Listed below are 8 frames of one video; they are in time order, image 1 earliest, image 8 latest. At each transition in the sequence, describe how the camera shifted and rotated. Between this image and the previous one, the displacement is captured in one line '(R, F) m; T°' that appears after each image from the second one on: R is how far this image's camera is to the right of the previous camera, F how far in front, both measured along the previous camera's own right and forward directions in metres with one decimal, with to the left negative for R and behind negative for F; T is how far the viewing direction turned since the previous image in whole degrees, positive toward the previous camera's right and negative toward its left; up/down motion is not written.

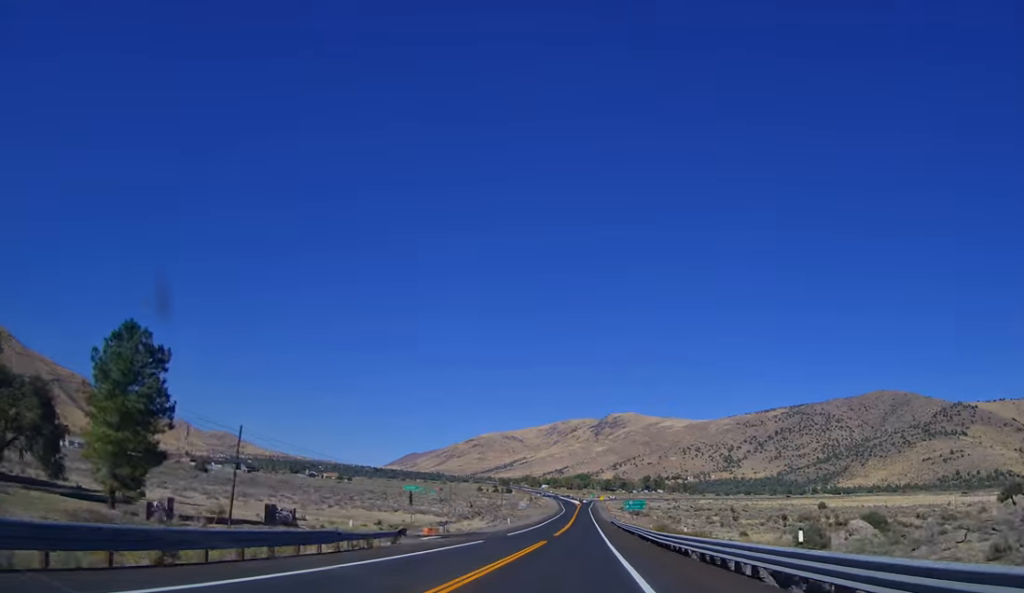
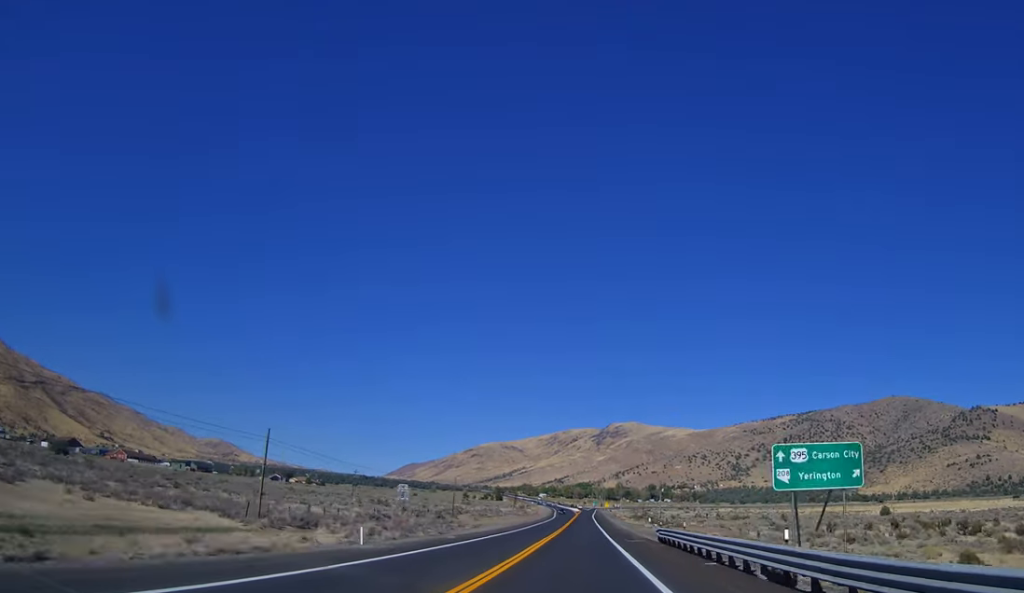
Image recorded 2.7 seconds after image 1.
(-0.3, +74.1) m; 0°
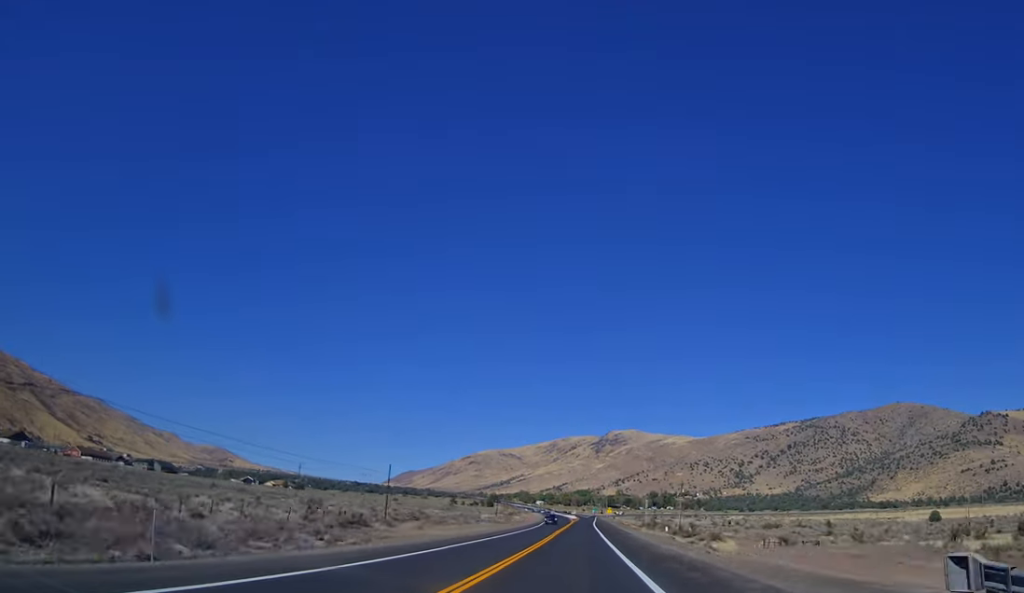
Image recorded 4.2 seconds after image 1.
(0.0, +42.2) m; 0°
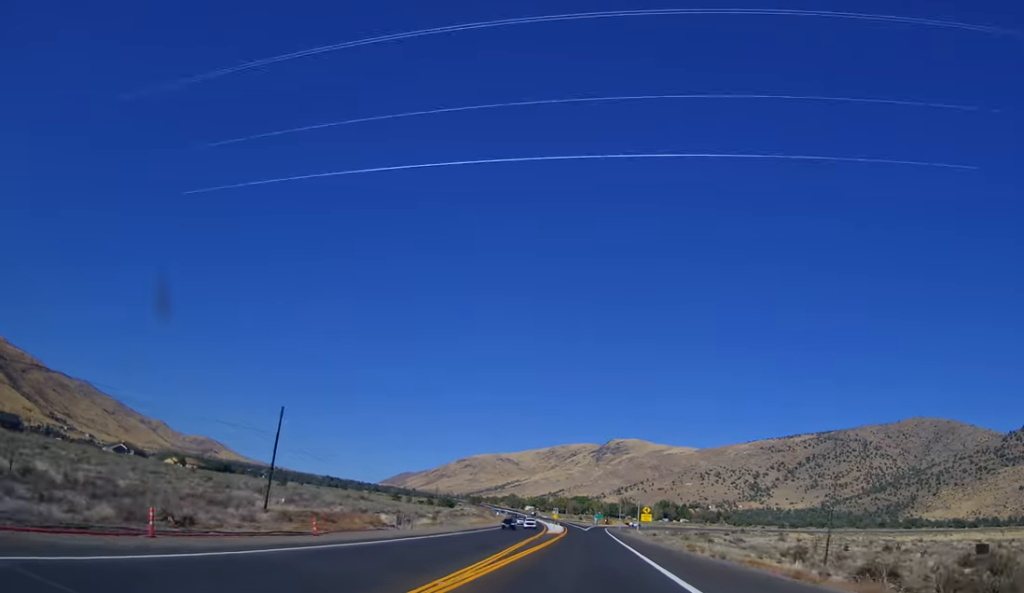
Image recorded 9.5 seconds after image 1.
(-0.2, +144.5) m; 0°
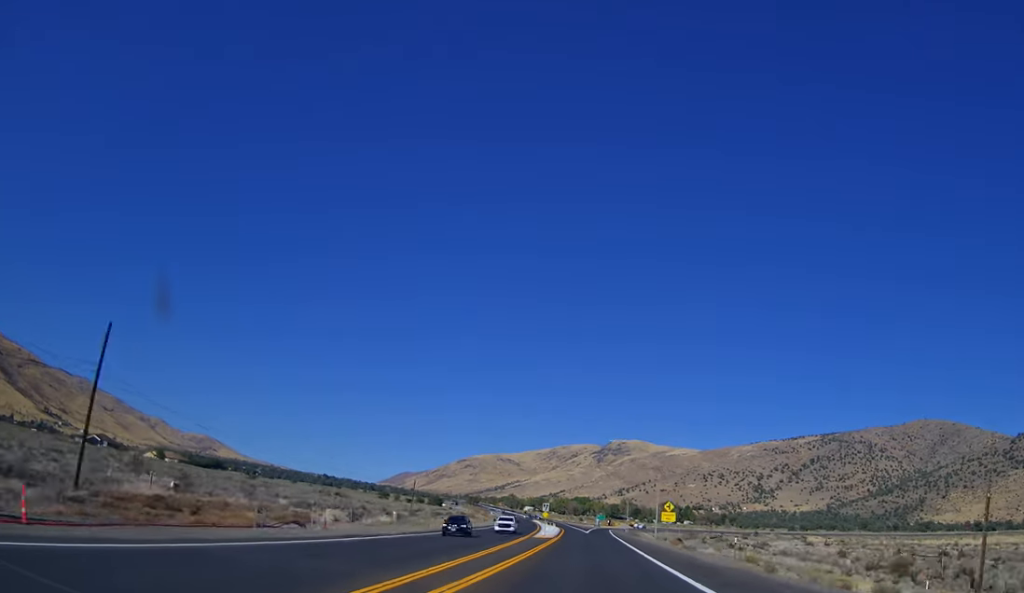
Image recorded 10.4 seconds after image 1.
(+0.2, +23.3) m; 0°
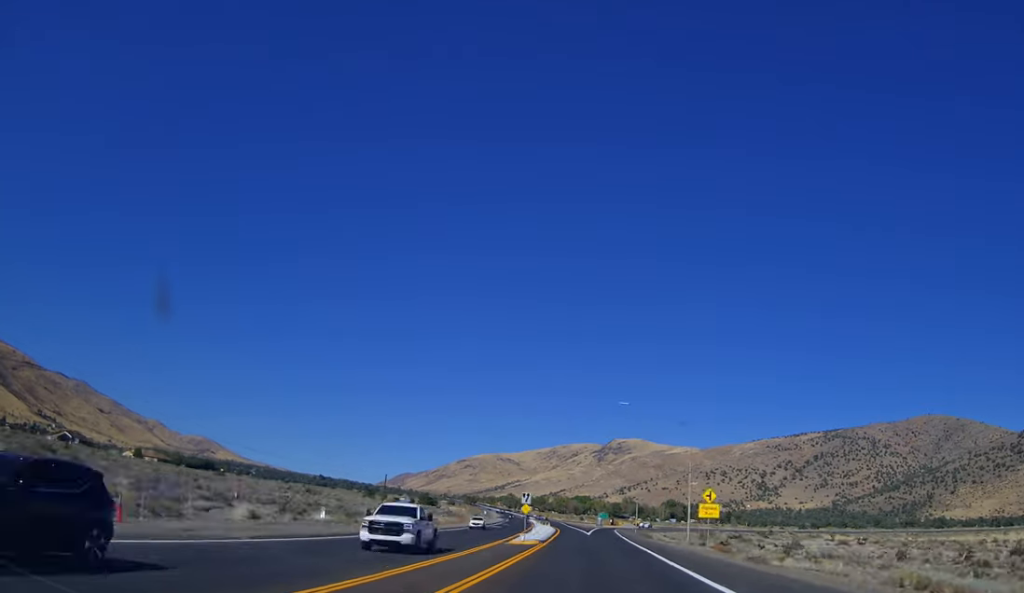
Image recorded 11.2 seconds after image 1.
(+0.2, +21.5) m; 0°
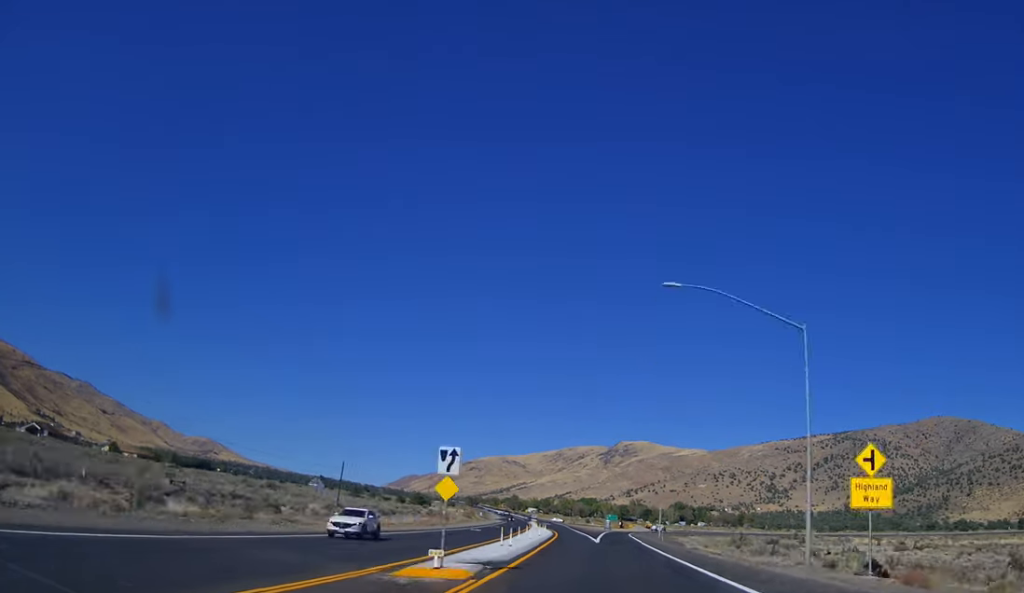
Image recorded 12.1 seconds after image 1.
(-0.3, +25.3) m; 0°
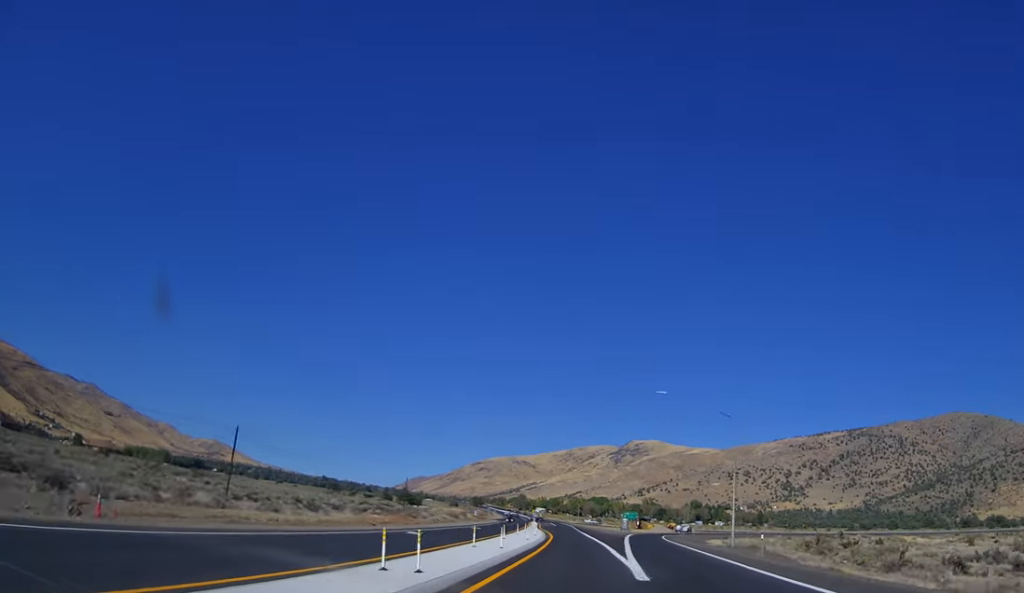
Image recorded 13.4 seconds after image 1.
(-0.3, +34.4) m; -1°
